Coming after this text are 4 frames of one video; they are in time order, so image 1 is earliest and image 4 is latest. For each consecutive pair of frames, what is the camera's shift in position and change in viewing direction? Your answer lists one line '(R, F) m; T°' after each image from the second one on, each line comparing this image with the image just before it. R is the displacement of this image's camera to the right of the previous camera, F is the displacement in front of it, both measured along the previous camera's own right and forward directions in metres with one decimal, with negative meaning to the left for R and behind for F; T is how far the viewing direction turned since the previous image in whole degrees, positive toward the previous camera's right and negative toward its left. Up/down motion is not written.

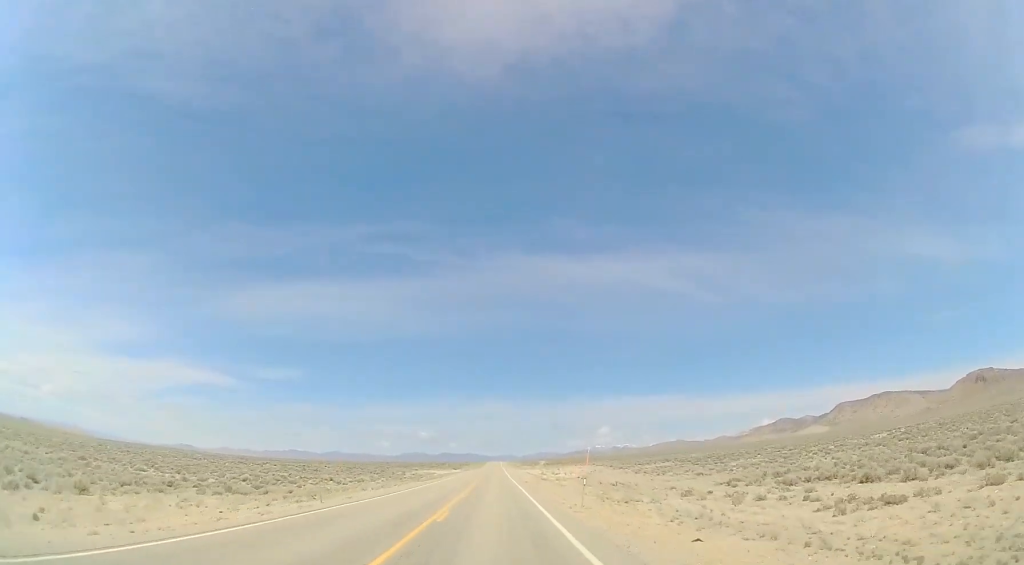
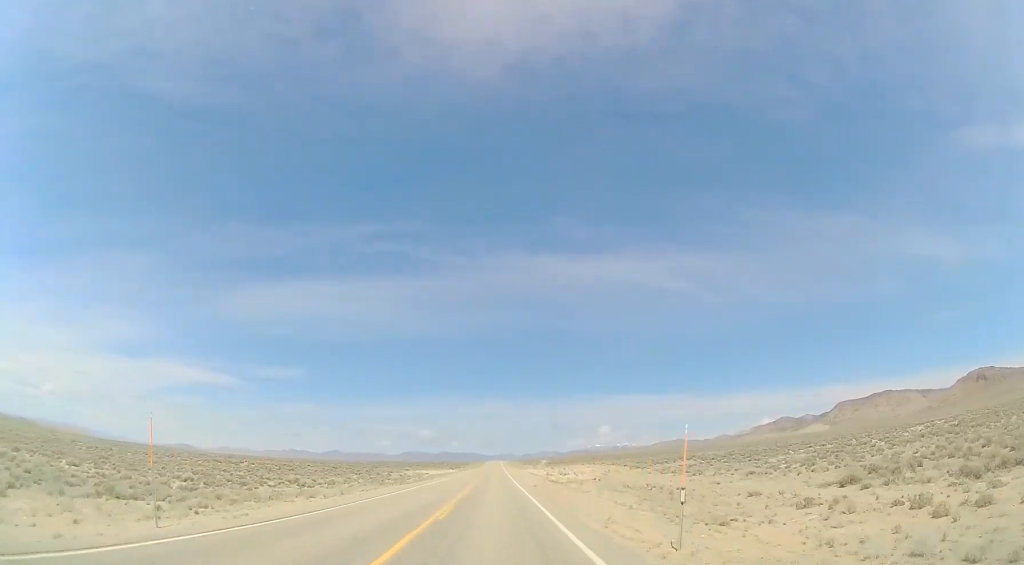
(0.0, +11.8) m; 0°
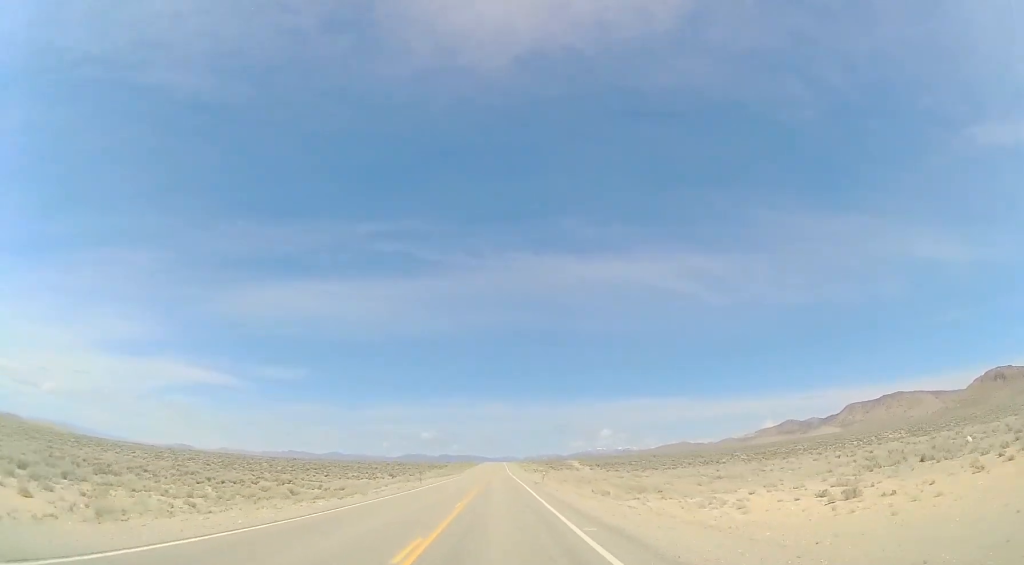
(+0.7, +141.8) m; 0°
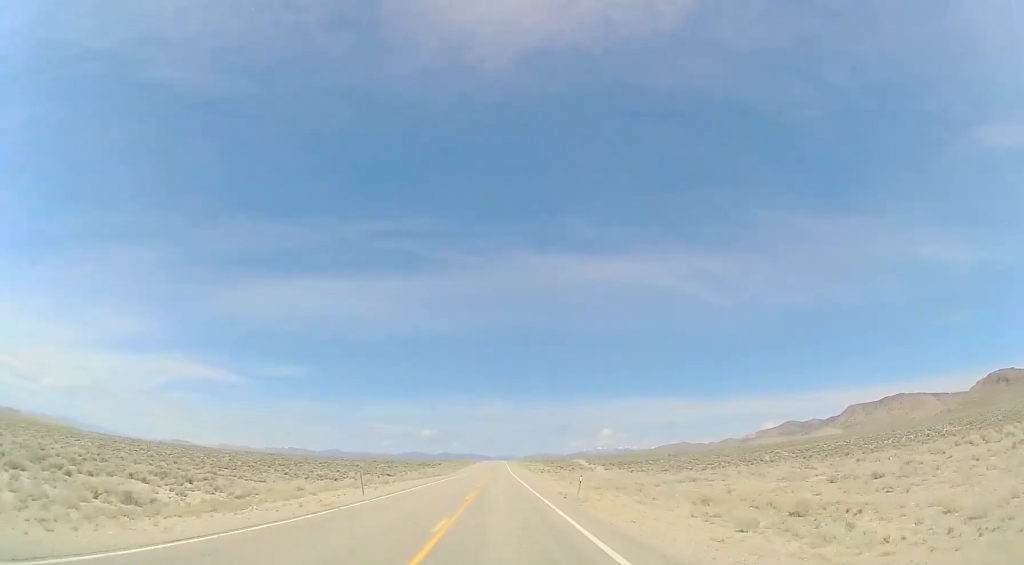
(0.0, +20.3) m; 0°
